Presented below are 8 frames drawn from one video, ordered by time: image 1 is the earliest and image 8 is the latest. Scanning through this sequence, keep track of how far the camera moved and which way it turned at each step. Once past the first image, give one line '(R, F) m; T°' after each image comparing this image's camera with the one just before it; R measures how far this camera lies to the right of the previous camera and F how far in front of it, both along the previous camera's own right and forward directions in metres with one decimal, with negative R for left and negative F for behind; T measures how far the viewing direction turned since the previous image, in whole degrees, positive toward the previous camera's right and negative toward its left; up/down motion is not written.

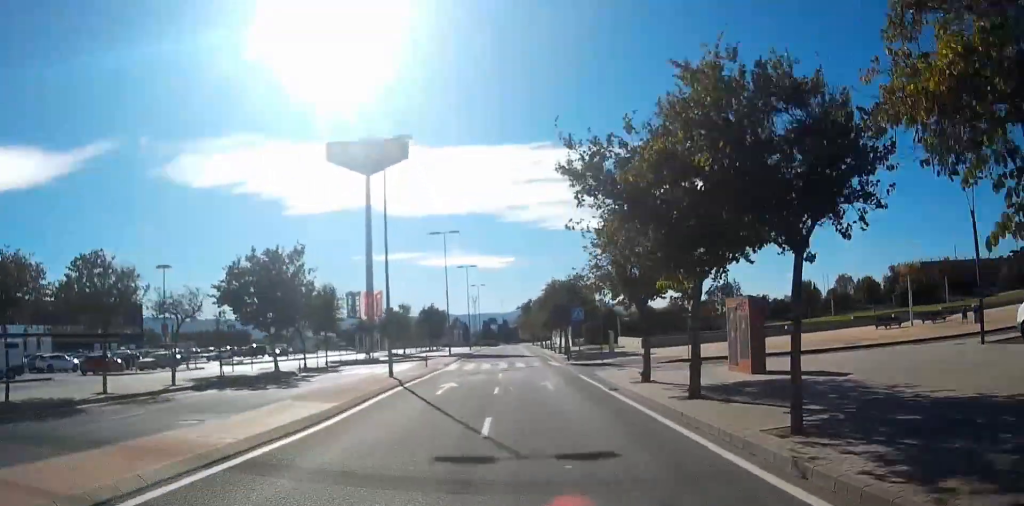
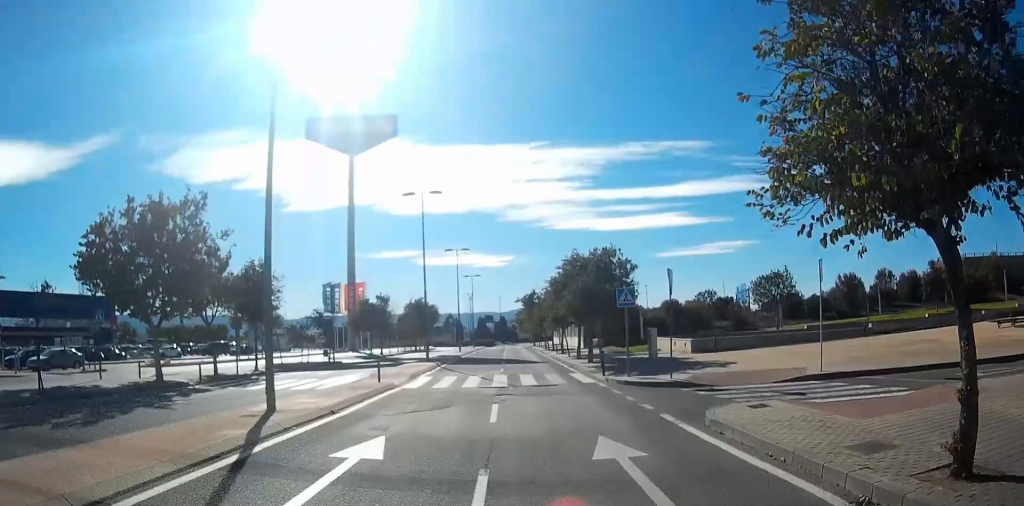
(-0.1, +13.1) m; +1°
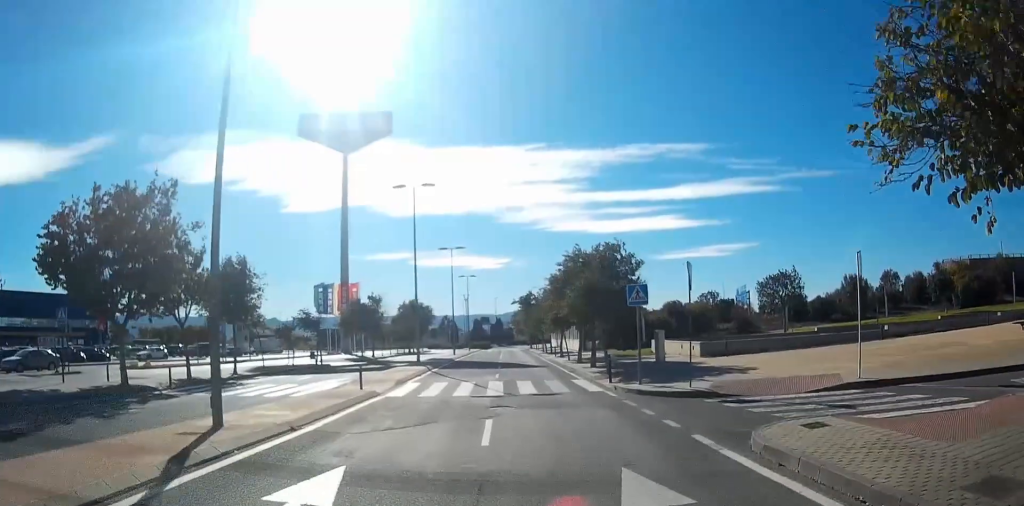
(0.0, +2.4) m; +1°
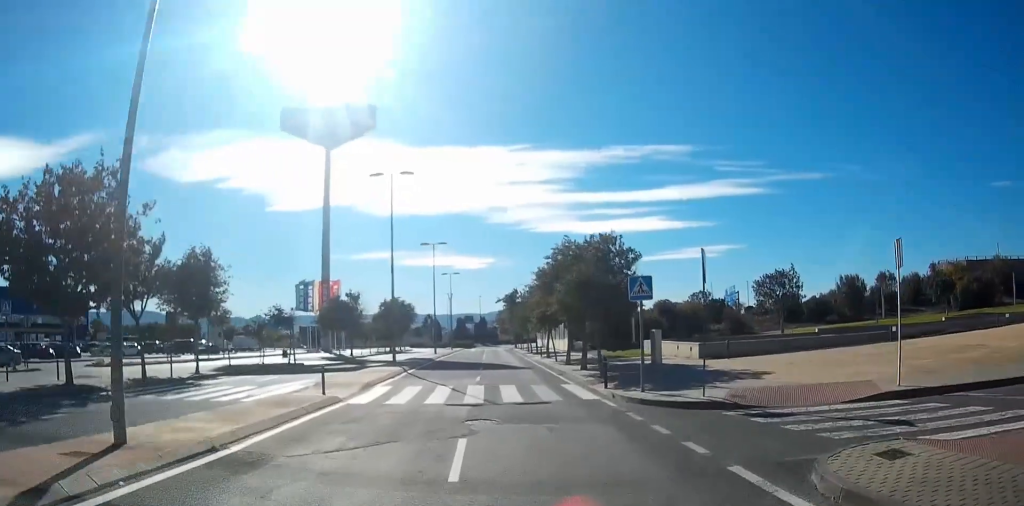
(0.0, +2.6) m; +1°
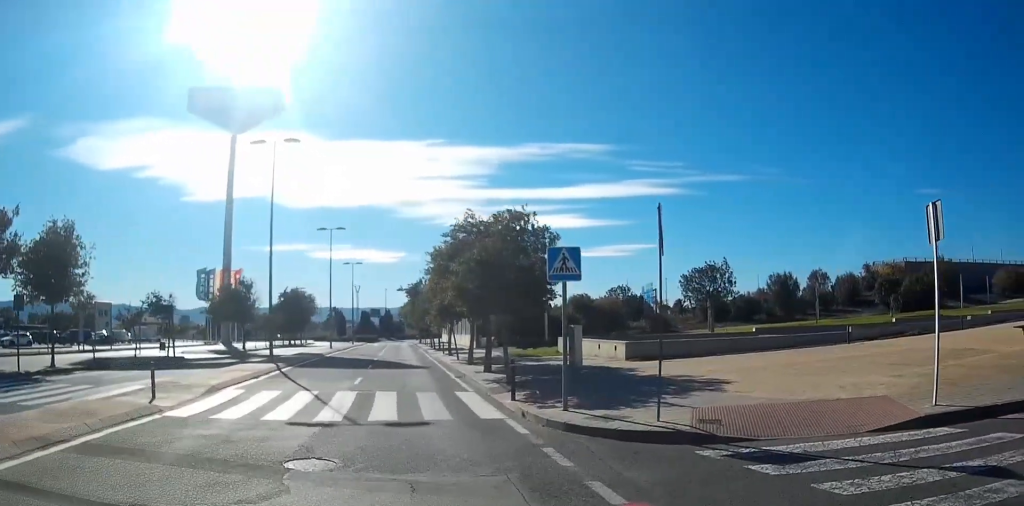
(+0.1, +5.5) m; +6°
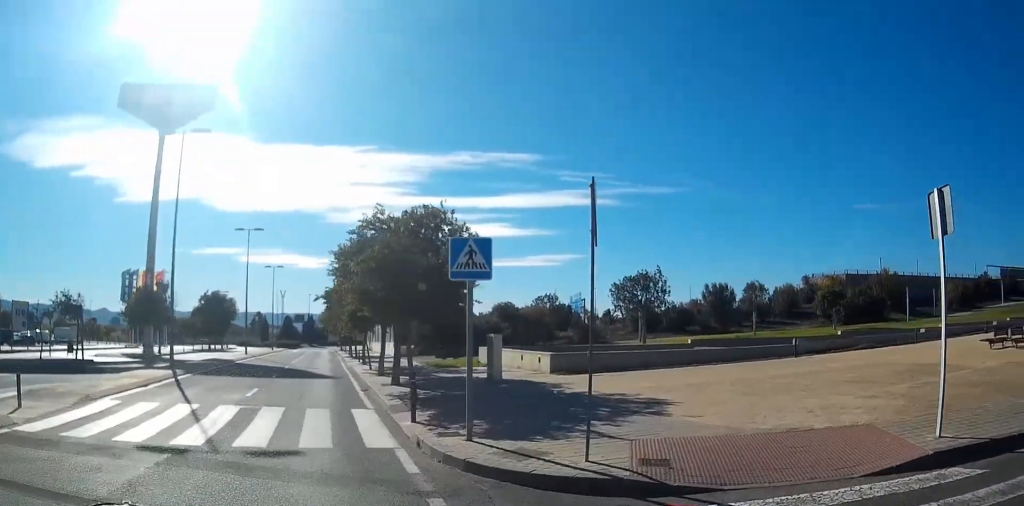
(+0.2, +3.5) m; +14°
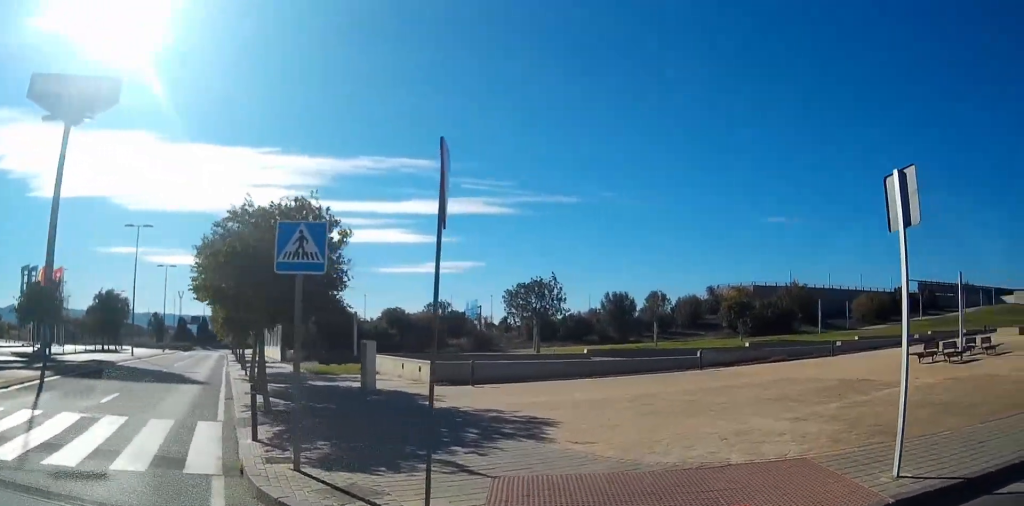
(+0.2, +2.5) m; +18°
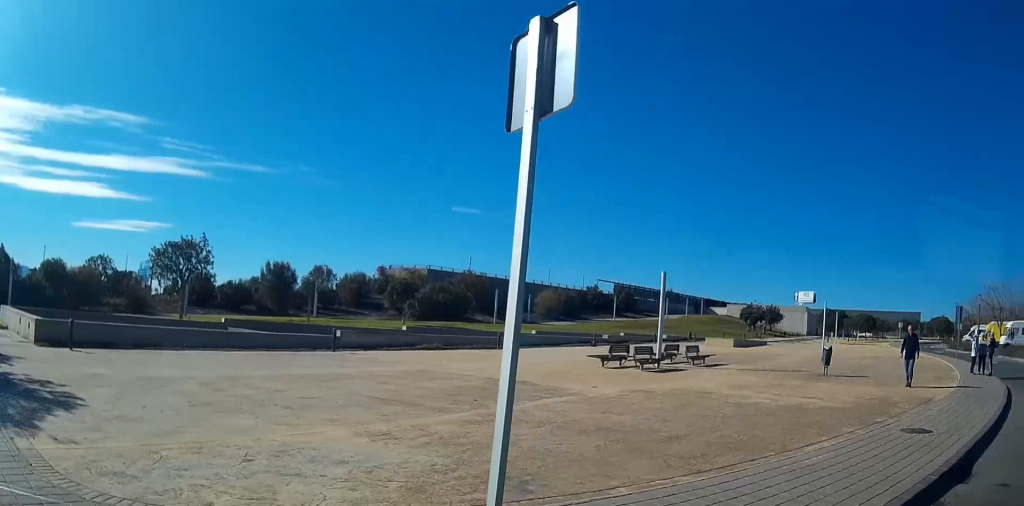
(+1.5, +4.0) m; +40°
